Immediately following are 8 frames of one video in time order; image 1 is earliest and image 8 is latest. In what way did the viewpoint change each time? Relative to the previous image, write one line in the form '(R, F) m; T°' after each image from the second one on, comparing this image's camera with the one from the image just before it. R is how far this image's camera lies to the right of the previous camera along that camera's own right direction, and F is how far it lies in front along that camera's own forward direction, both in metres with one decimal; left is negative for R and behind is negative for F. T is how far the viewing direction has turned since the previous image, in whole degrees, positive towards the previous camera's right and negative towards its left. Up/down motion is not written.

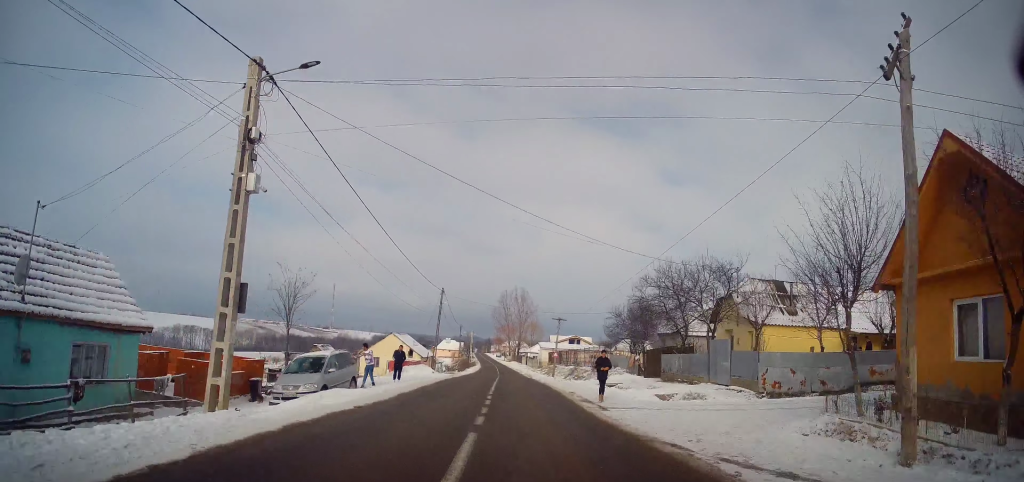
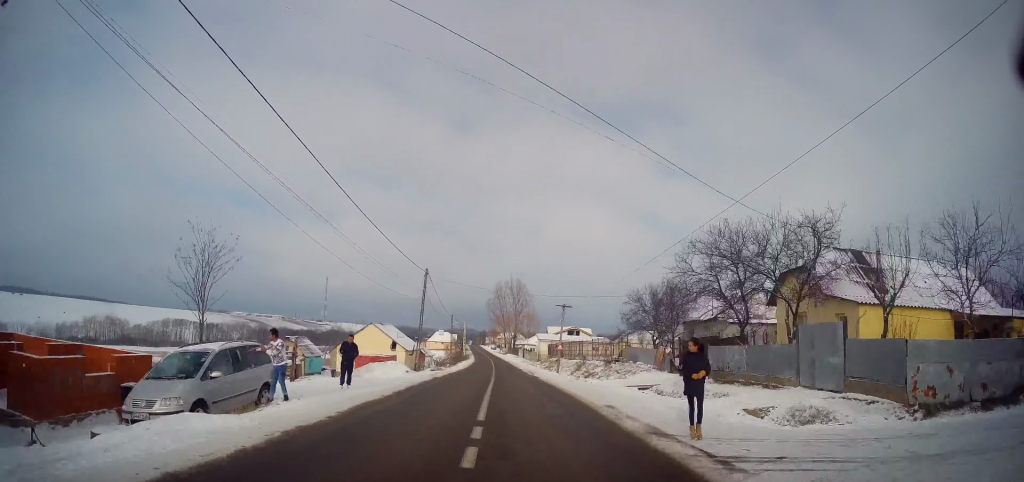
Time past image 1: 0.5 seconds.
(0.0, +7.9) m; +1°
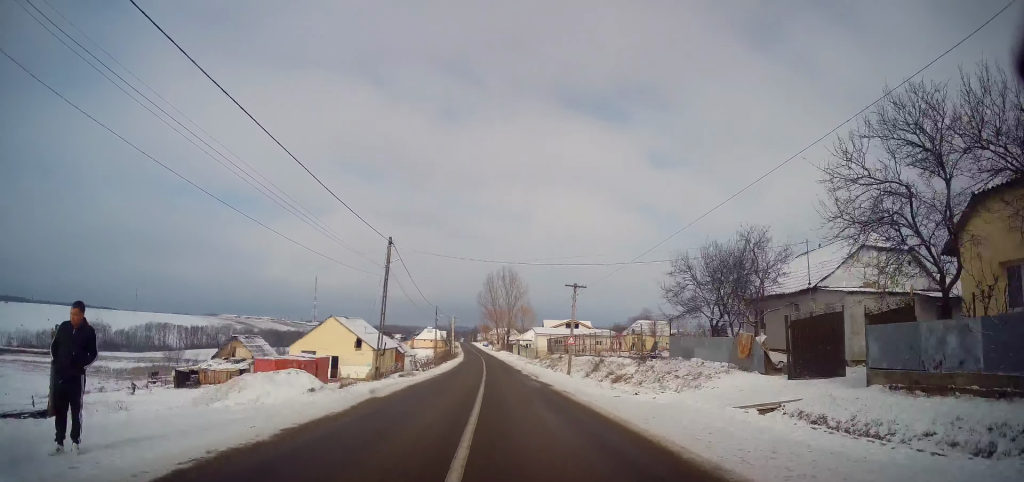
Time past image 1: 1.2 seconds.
(+0.1, +11.6) m; 0°
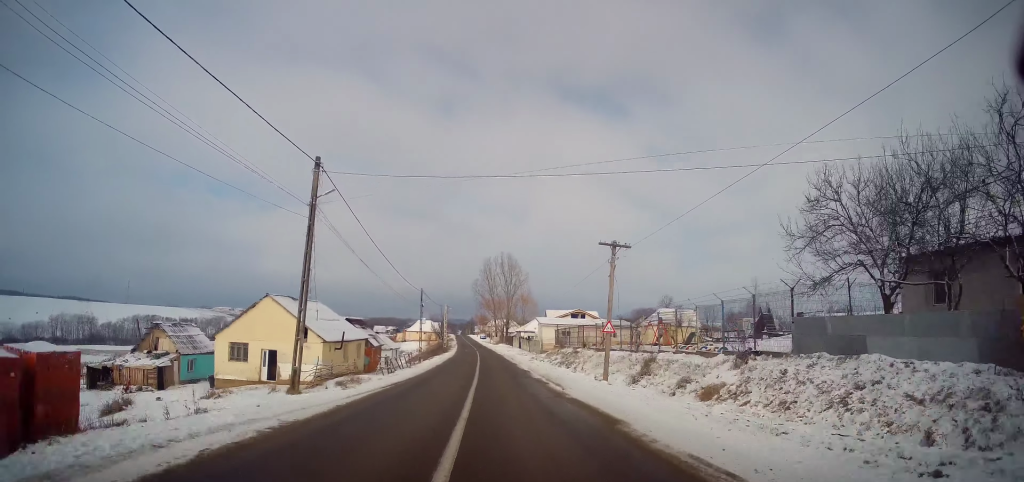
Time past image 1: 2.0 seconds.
(0.0, +12.7) m; 0°
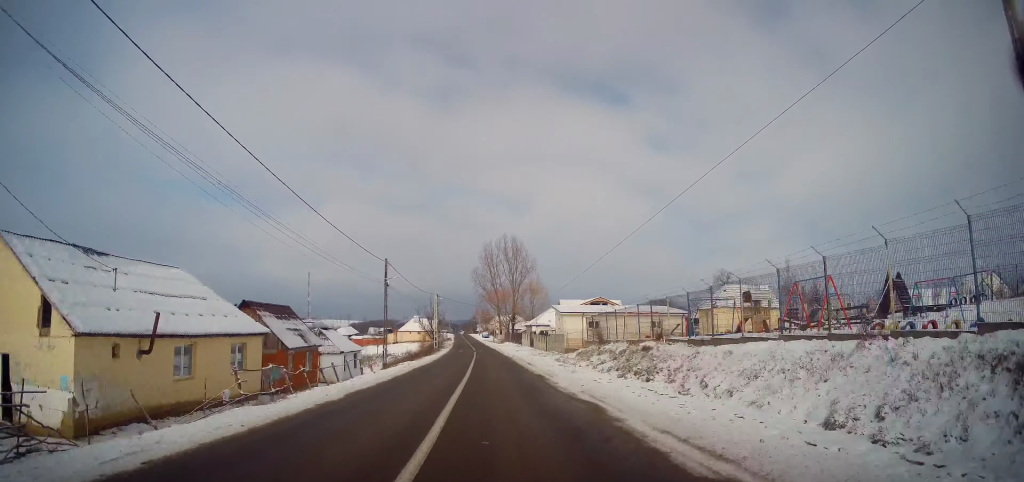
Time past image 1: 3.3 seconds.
(0.0, +20.2) m; 0°
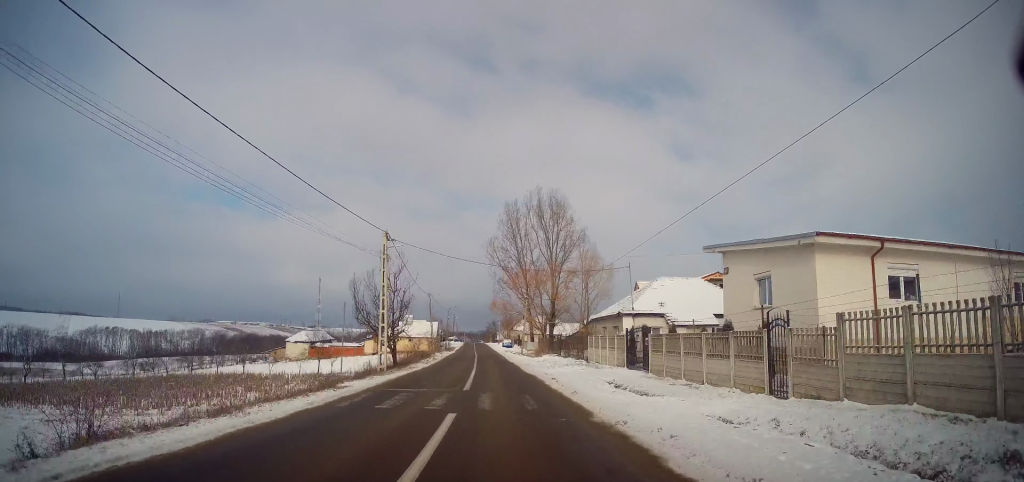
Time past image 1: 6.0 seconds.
(-1.3, +44.8) m; -3°
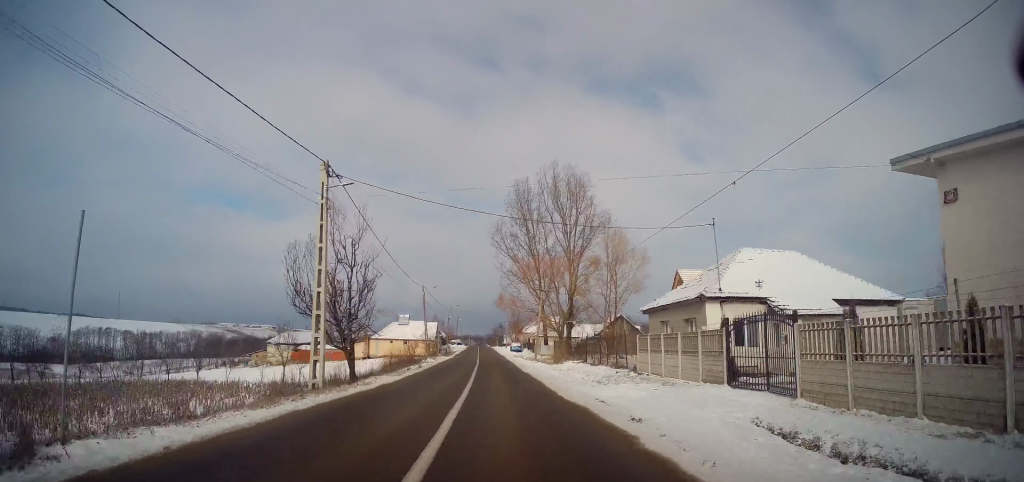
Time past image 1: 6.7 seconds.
(0.0, +11.7) m; 0°
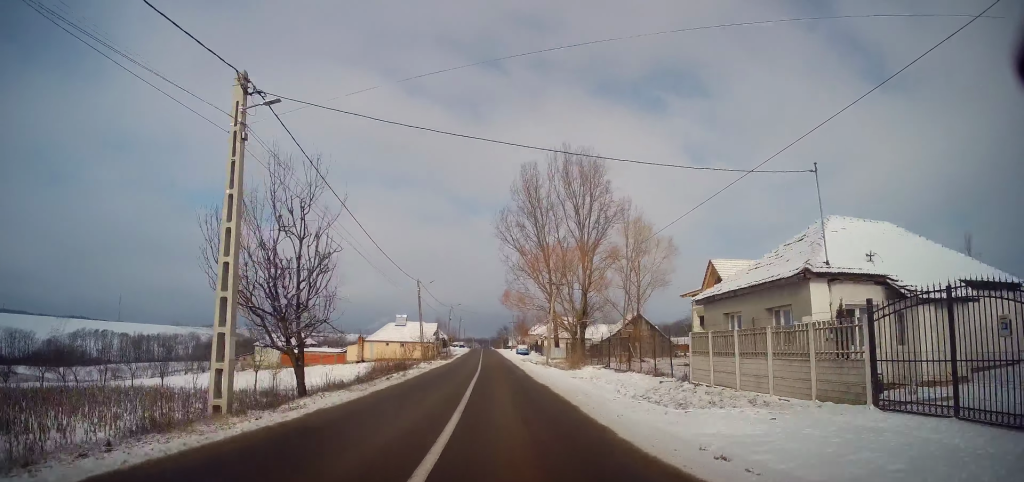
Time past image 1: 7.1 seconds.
(0.0, +6.8) m; 0°
